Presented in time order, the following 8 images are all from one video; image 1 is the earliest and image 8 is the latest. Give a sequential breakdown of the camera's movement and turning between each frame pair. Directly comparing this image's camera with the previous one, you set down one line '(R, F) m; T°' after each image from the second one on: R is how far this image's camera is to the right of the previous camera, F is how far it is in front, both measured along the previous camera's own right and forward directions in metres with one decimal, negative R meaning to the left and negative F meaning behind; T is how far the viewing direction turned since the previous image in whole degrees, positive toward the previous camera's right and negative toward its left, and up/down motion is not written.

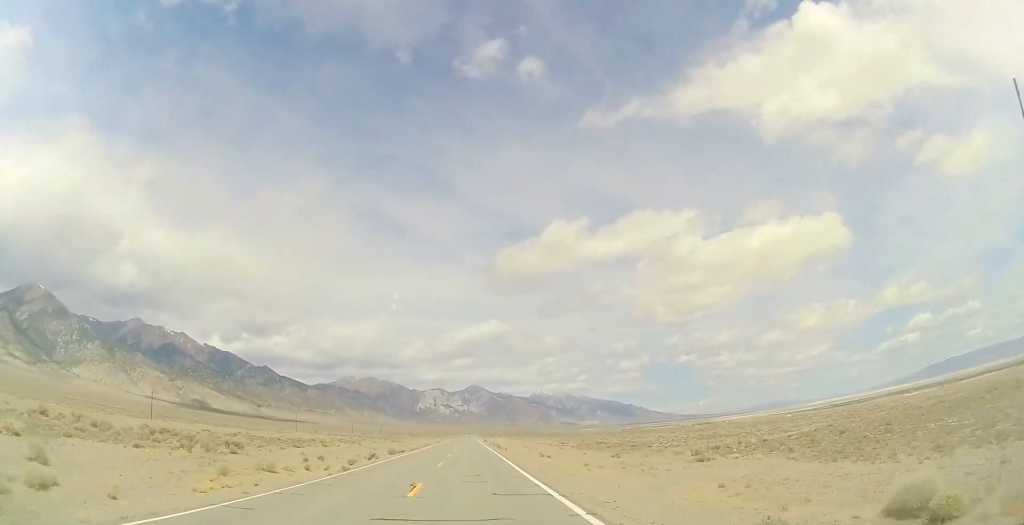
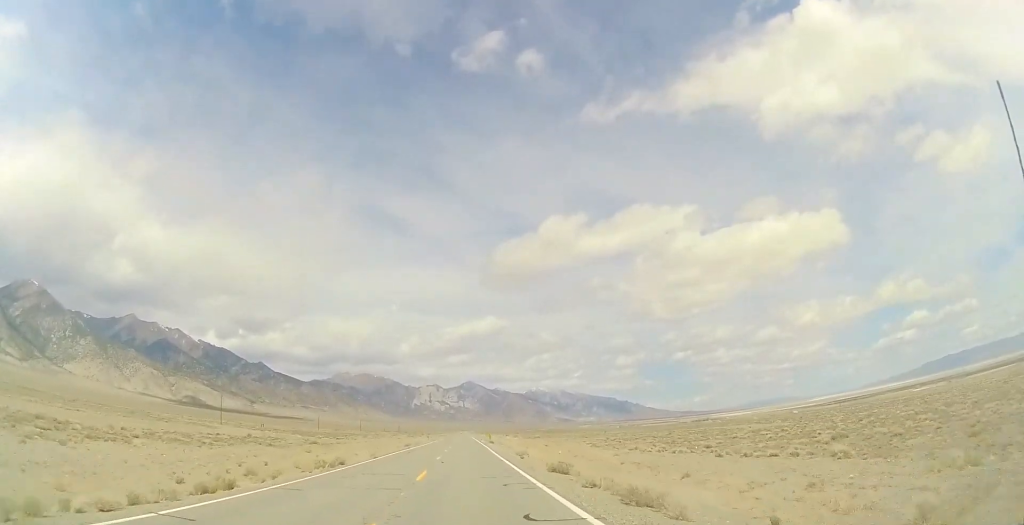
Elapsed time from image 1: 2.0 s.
(+0.7, +57.3) m; +1°
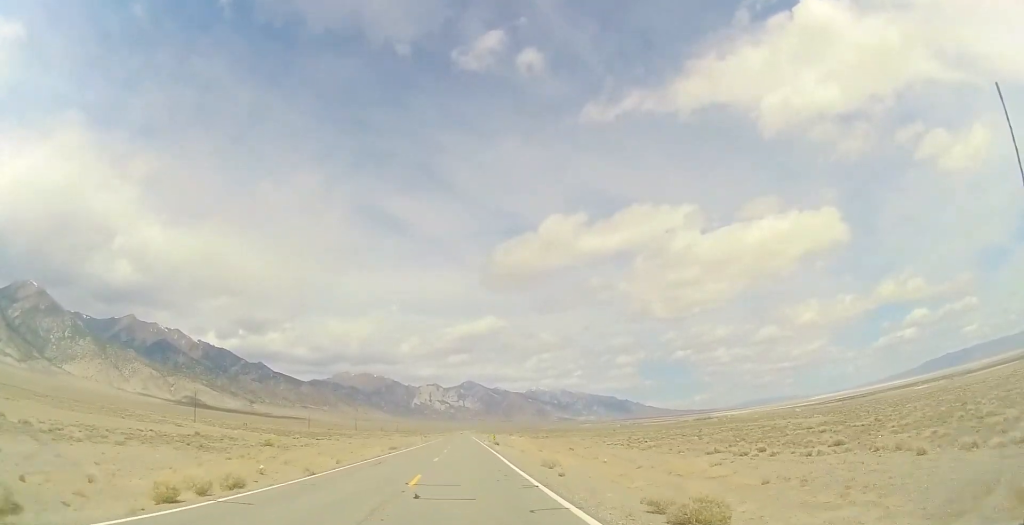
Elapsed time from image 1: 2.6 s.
(+0.1, +14.1) m; 0°
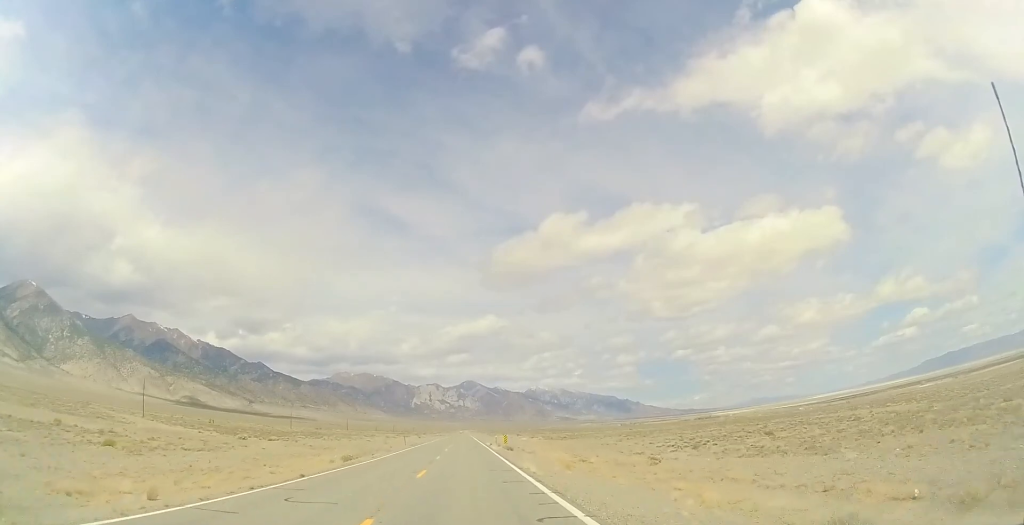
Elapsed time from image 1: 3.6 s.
(+0.1, +22.9) m; 0°
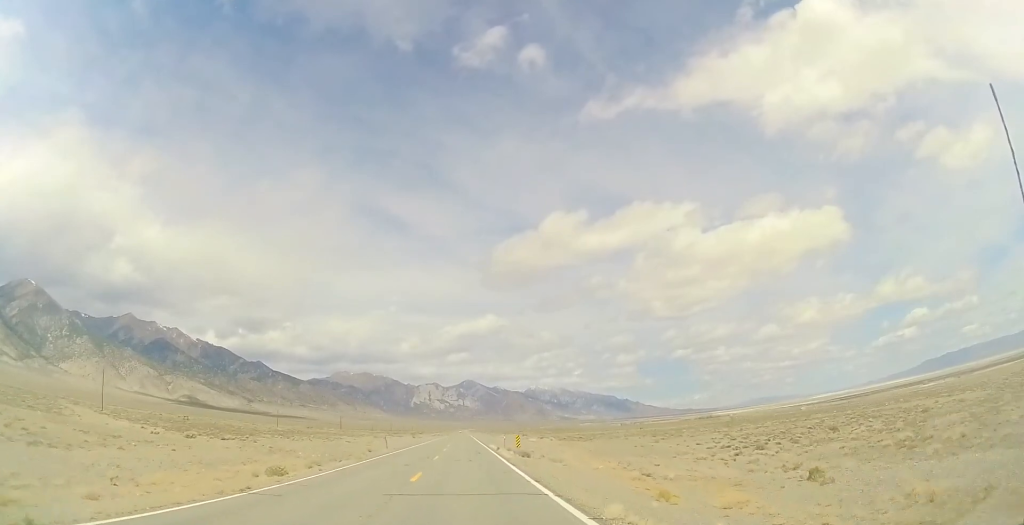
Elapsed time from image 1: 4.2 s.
(0.0, +13.5) m; 0°
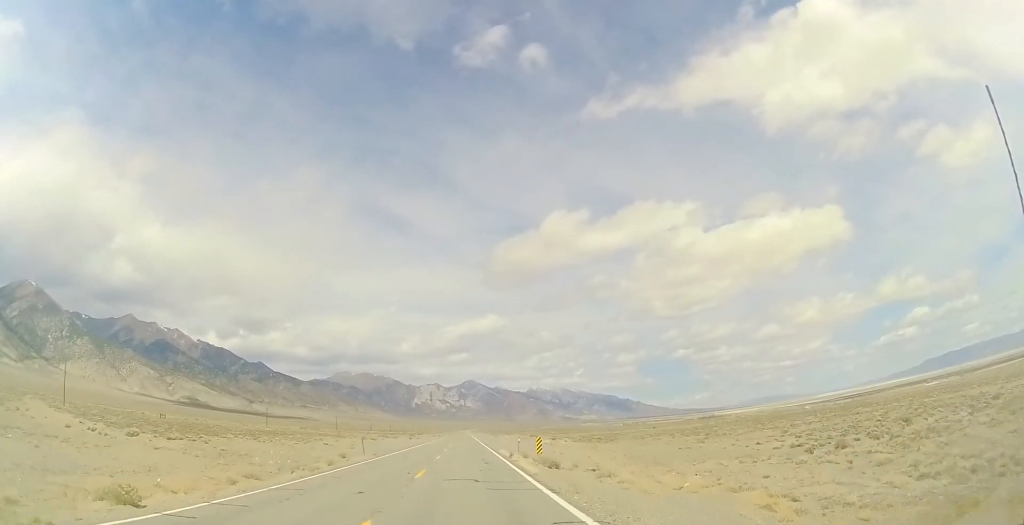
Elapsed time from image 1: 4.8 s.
(0.0, +11.0) m; 0°
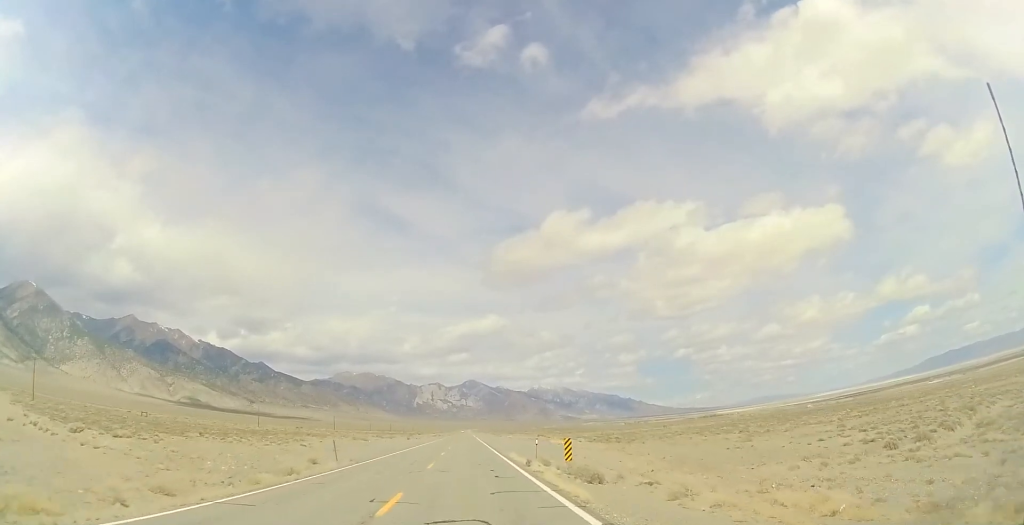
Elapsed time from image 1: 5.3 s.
(0.0, +7.6) m; 0°
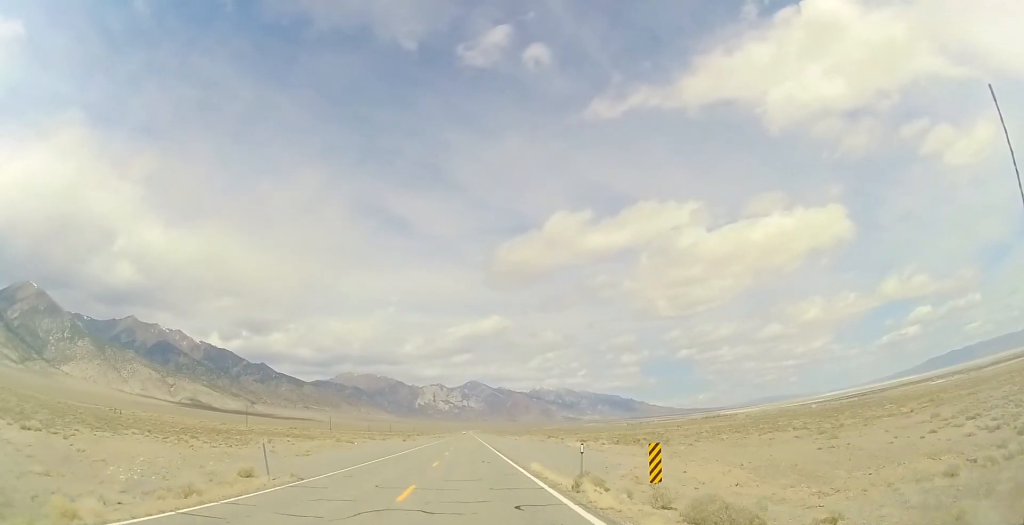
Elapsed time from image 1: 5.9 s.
(0.0, +9.8) m; 0°
